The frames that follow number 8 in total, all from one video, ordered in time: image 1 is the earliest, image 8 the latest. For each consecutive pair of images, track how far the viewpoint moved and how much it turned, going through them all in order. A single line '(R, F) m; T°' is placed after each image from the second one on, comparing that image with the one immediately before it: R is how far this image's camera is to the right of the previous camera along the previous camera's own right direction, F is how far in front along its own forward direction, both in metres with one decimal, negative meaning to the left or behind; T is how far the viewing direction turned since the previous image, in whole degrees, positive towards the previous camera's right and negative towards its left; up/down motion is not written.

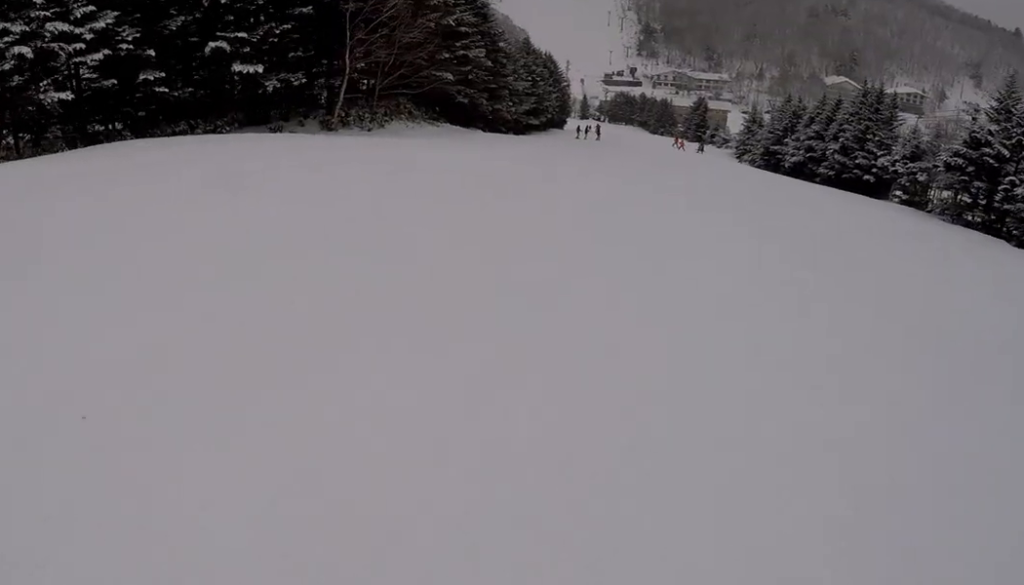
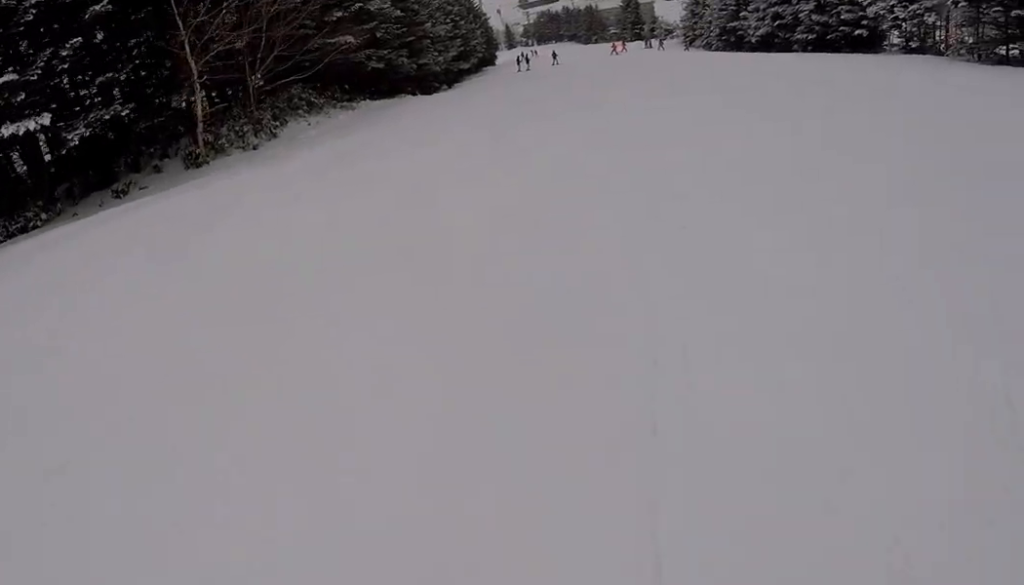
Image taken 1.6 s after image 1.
(0.0, +9.3) m; -7°
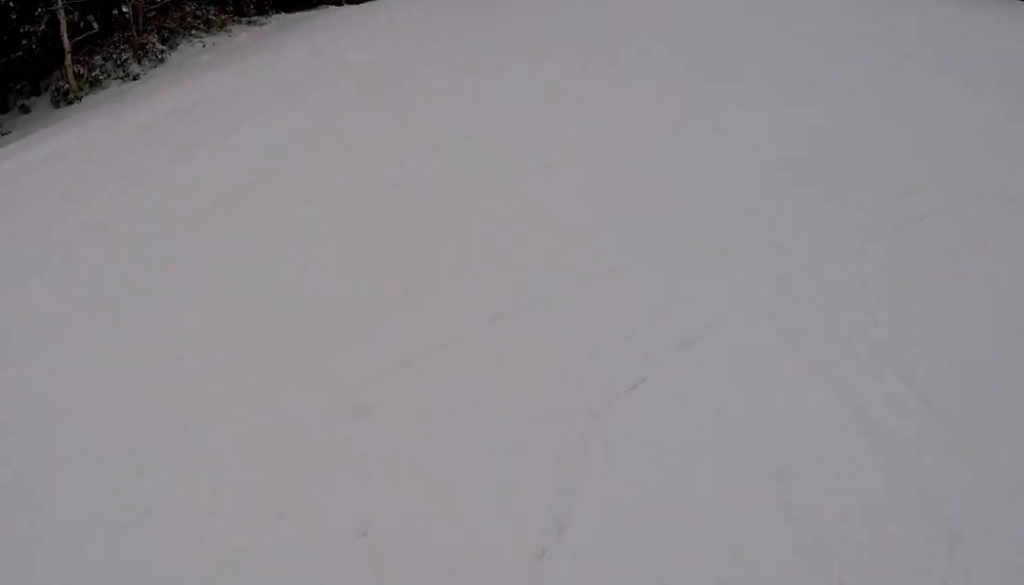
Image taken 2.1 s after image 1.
(+0.3, +2.9) m; -7°
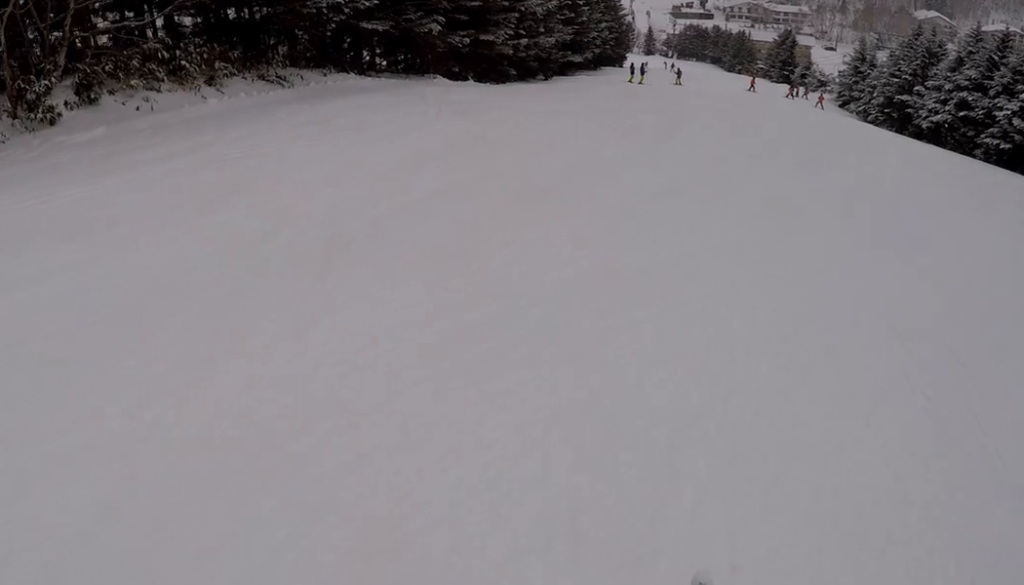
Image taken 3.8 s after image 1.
(-0.9, +9.9) m; -4°
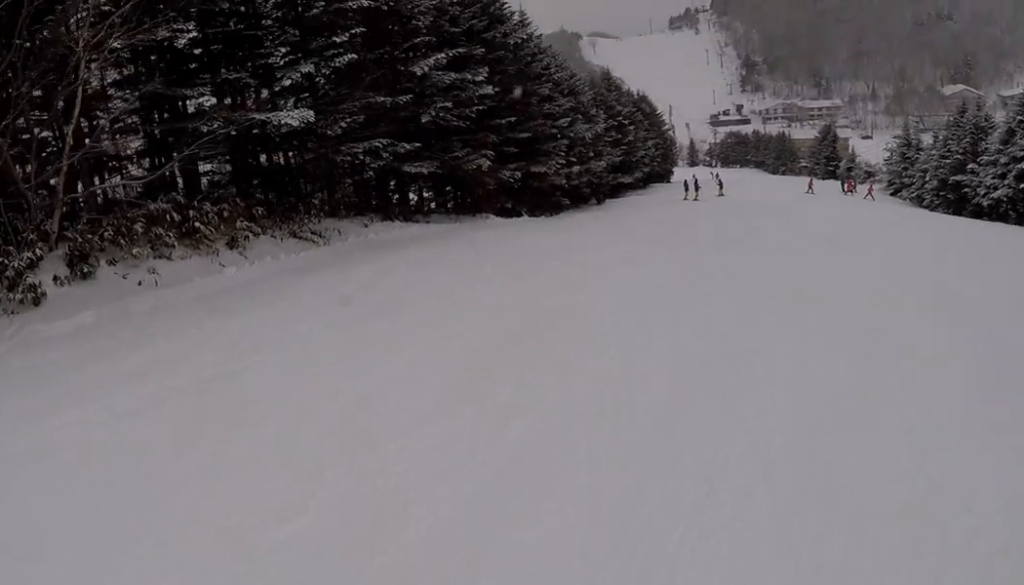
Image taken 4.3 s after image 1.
(0.0, +2.9) m; +1°
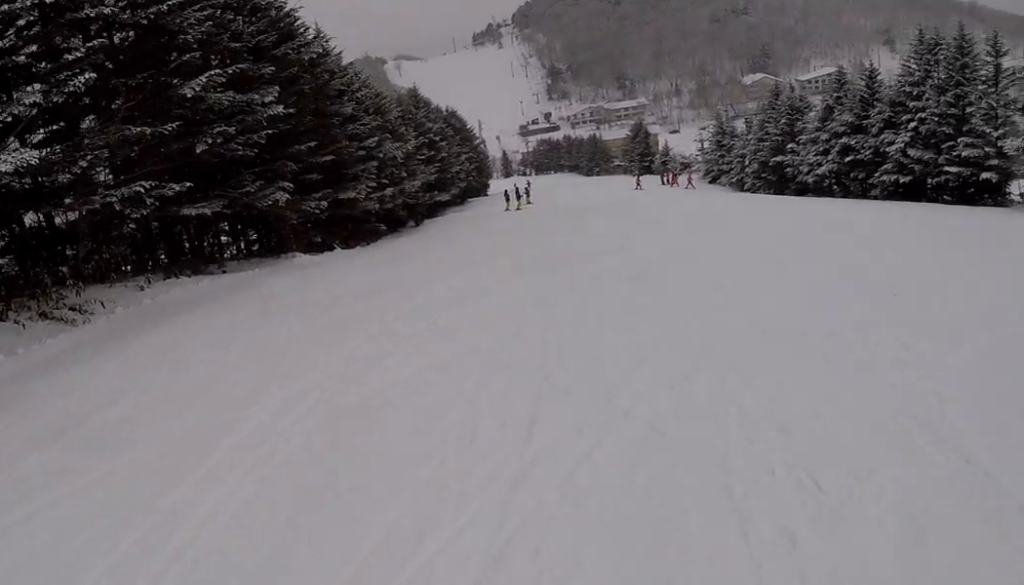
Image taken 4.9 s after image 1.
(-0.5, +3.0) m; +2°
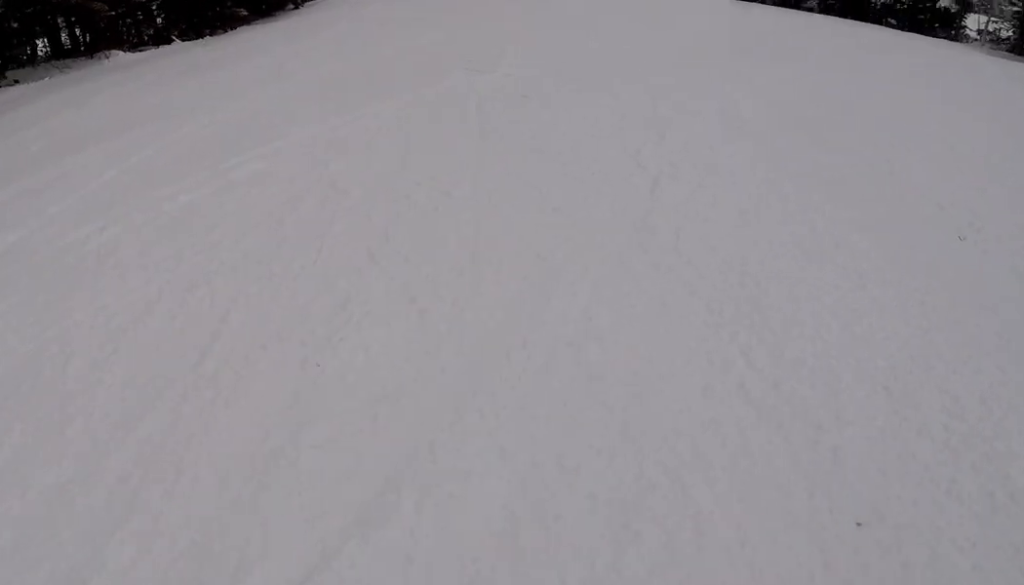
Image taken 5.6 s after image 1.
(+0.6, +4.1) m; +1°
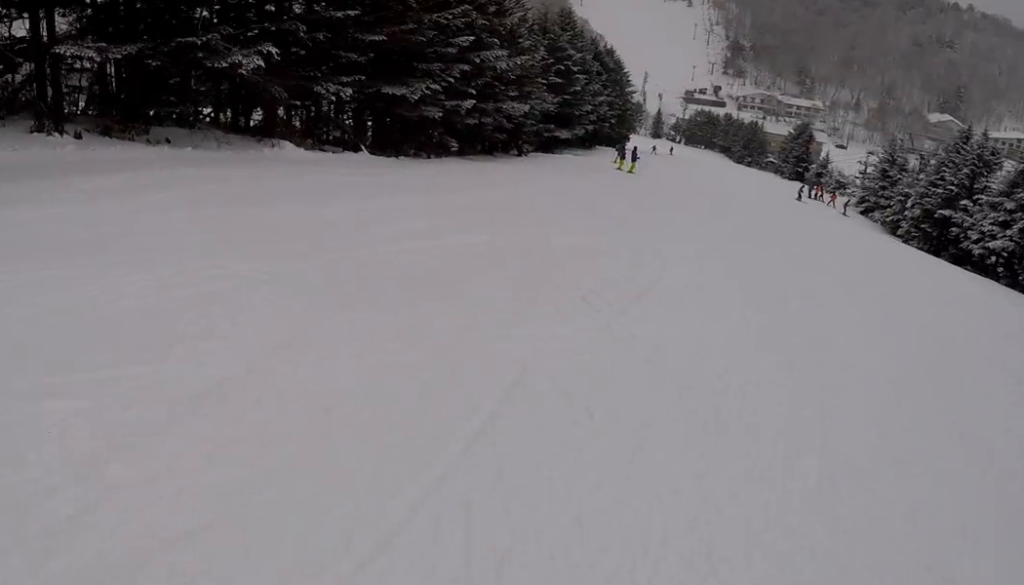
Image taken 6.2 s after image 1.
(+0.3, +2.9) m; 0°
